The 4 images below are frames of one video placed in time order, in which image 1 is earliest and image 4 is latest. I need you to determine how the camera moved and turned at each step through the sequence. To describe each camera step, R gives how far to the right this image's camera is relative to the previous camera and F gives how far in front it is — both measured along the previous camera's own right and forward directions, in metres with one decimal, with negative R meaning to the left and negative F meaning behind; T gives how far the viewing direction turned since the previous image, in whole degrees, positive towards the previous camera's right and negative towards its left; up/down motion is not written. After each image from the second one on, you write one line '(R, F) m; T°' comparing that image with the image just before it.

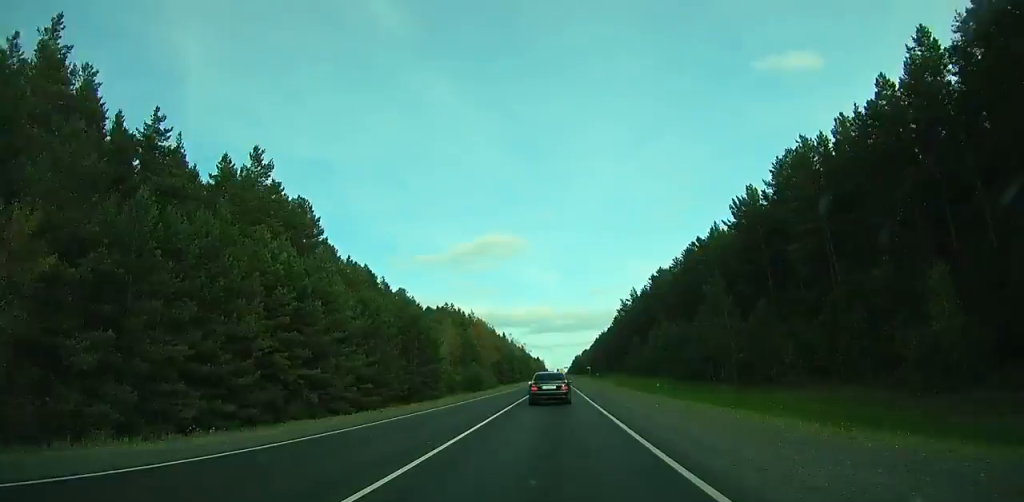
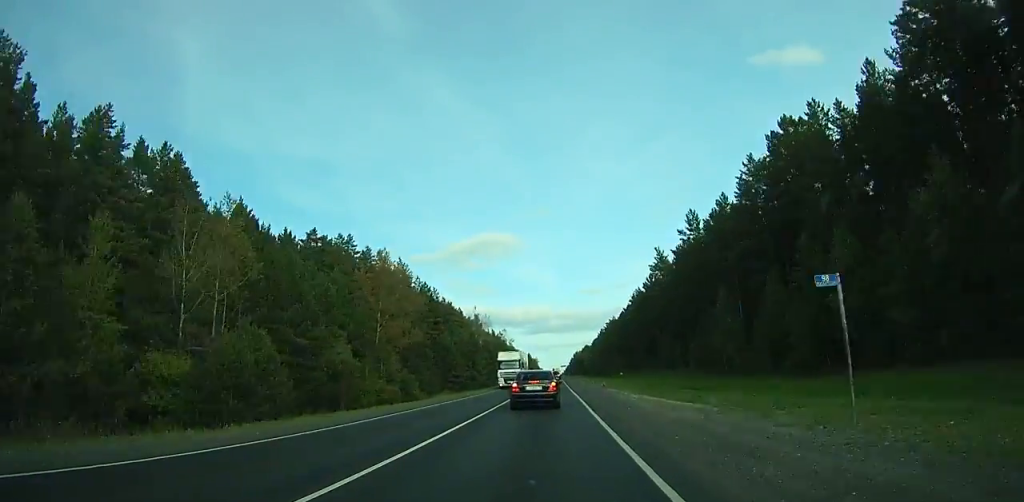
(+0.6, +91.0) m; +1°
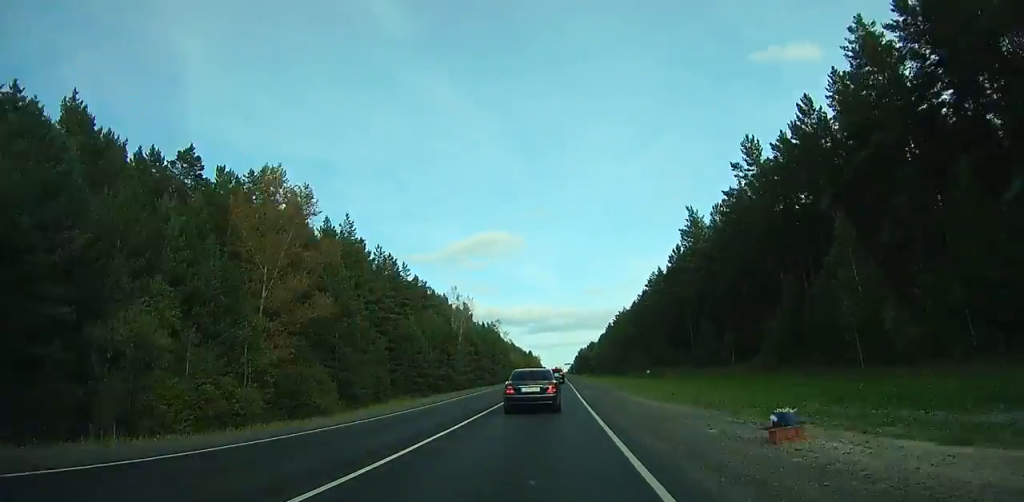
(+0.1, +33.9) m; 0°
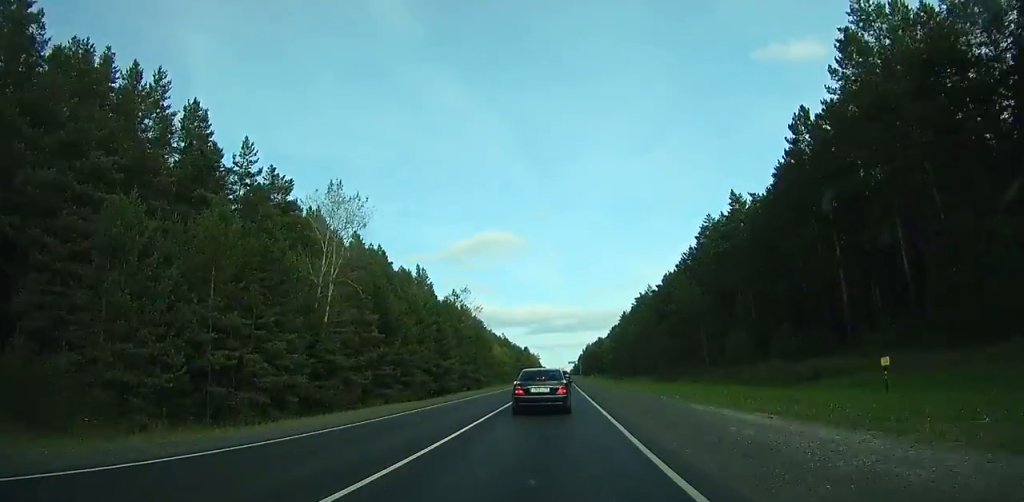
(+0.1, +69.0) m; 0°
